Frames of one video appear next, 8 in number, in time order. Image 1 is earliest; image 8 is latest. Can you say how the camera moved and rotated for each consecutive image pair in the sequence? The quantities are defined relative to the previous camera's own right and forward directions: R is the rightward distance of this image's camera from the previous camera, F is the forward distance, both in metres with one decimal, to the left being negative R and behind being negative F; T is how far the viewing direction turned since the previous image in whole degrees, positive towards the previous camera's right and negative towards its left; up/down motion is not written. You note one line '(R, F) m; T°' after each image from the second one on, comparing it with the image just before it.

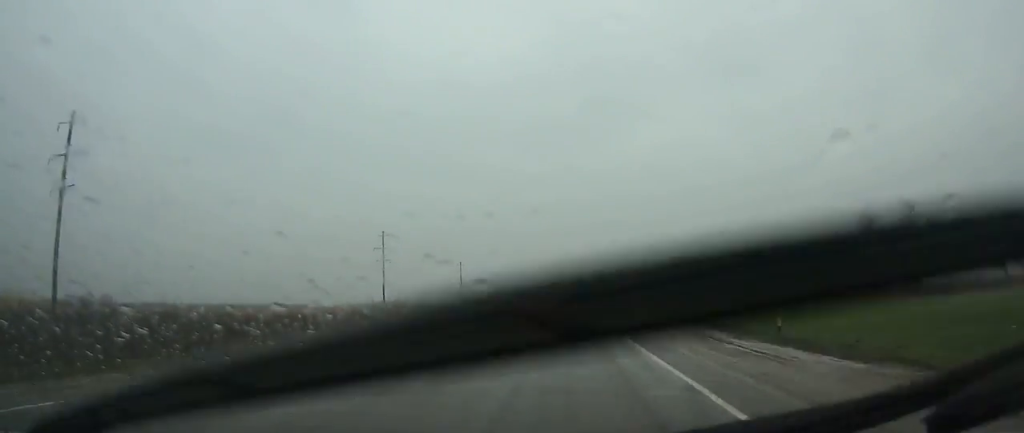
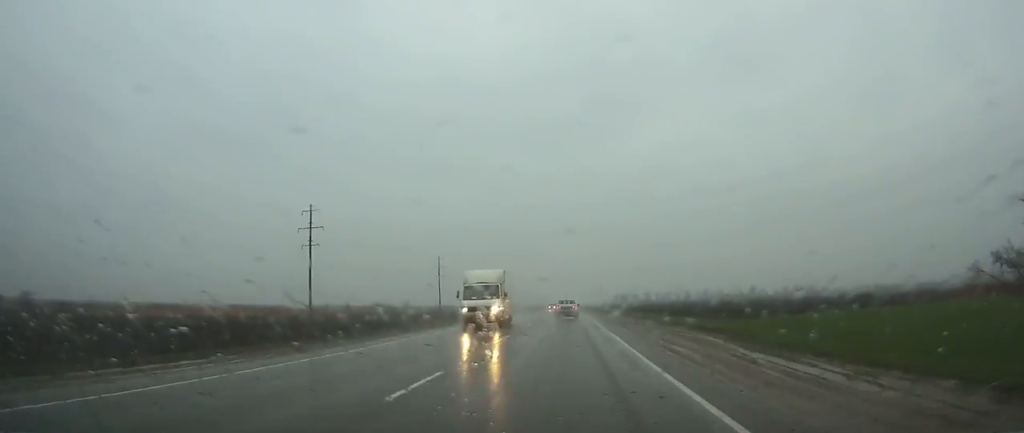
(-0.1, +41.7) m; 0°
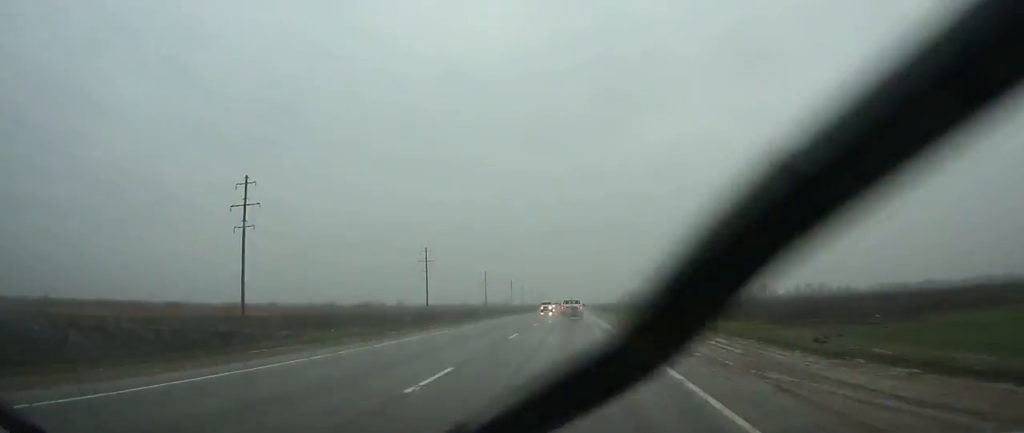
(0.0, +23.6) m; 0°
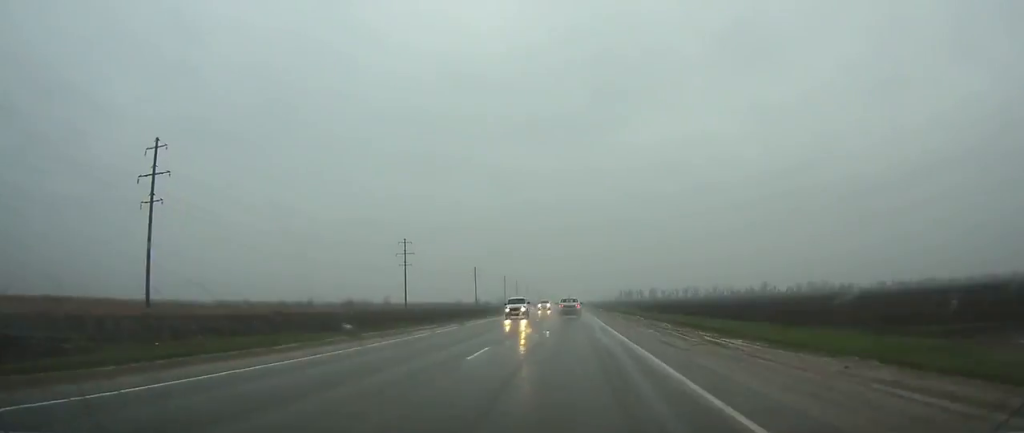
(0.0, +19.5) m; 0°
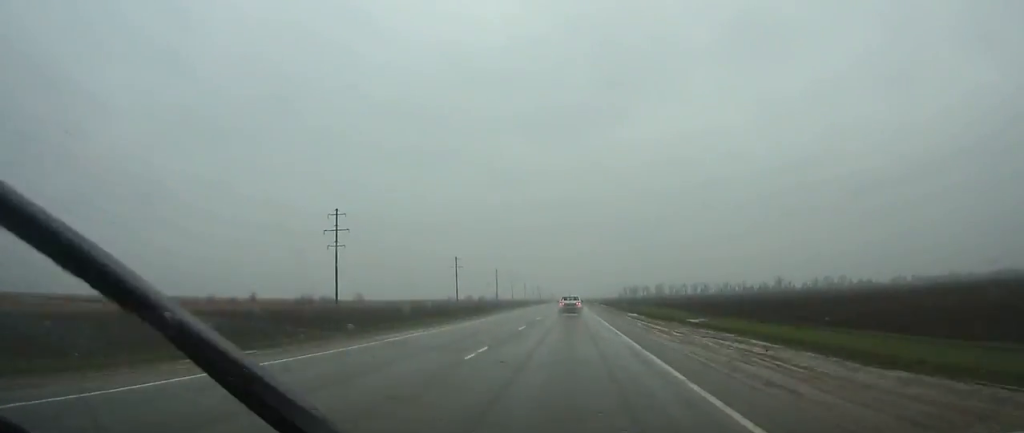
(-0.1, +48.5) m; 0°
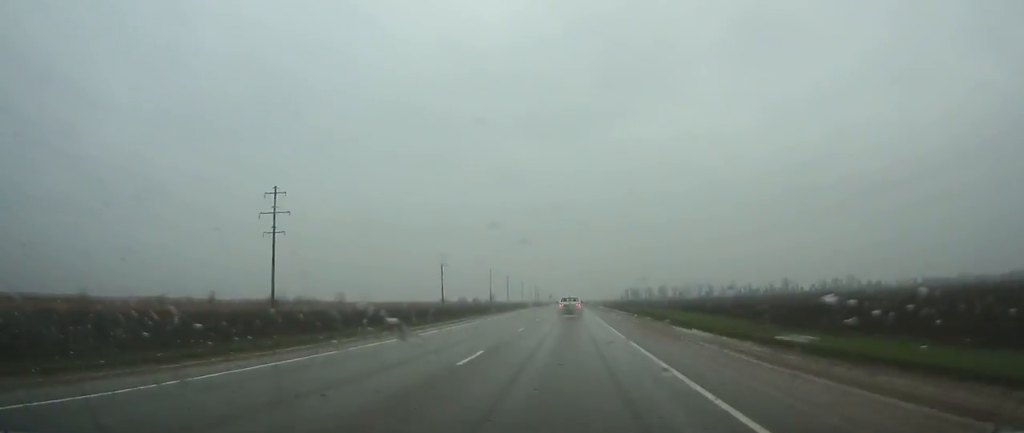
(0.0, +24.9) m; 0°
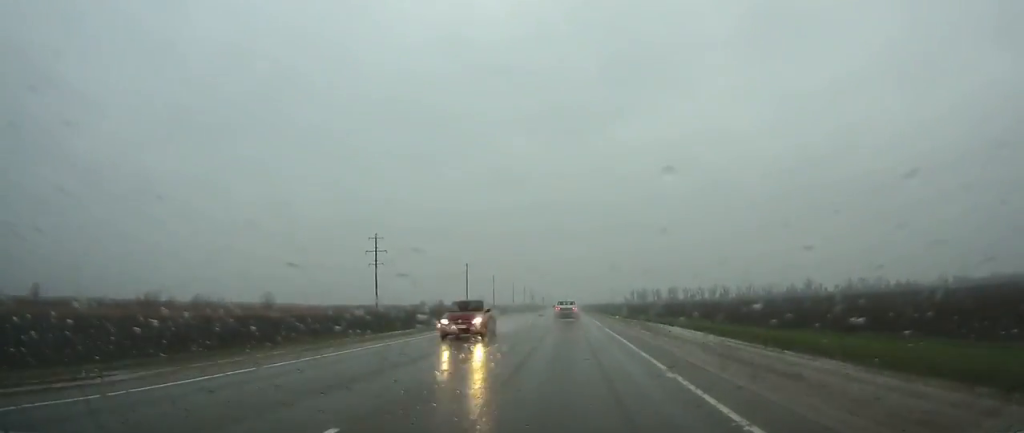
(+0.3, +68.8) m; 0°
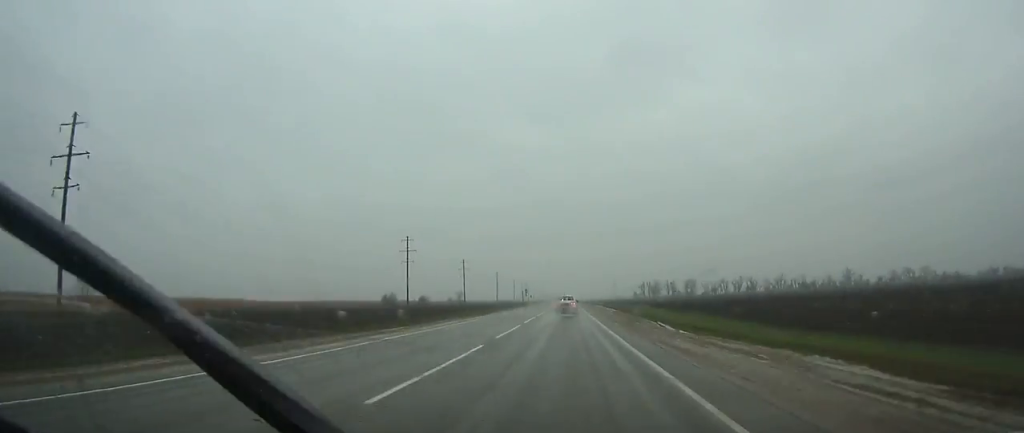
(0.0, +90.9) m; 0°
